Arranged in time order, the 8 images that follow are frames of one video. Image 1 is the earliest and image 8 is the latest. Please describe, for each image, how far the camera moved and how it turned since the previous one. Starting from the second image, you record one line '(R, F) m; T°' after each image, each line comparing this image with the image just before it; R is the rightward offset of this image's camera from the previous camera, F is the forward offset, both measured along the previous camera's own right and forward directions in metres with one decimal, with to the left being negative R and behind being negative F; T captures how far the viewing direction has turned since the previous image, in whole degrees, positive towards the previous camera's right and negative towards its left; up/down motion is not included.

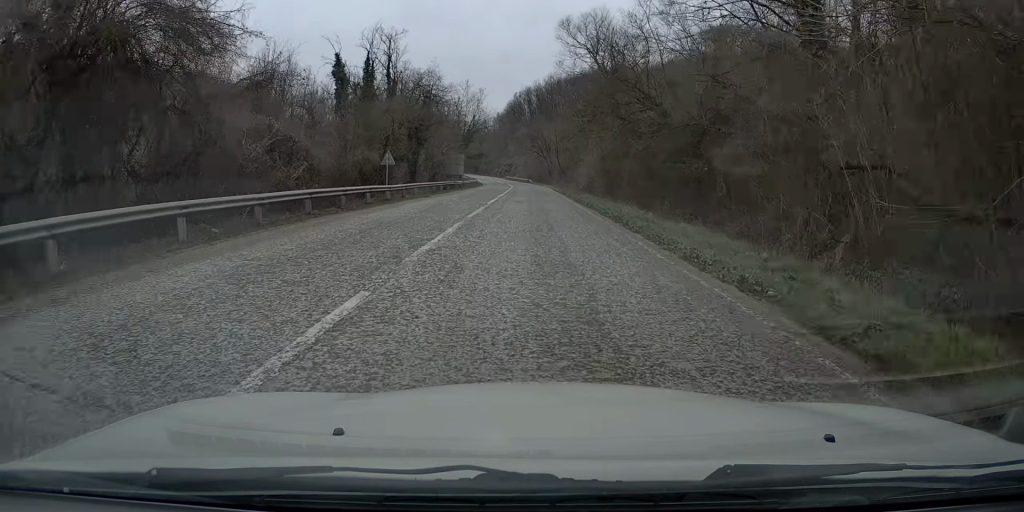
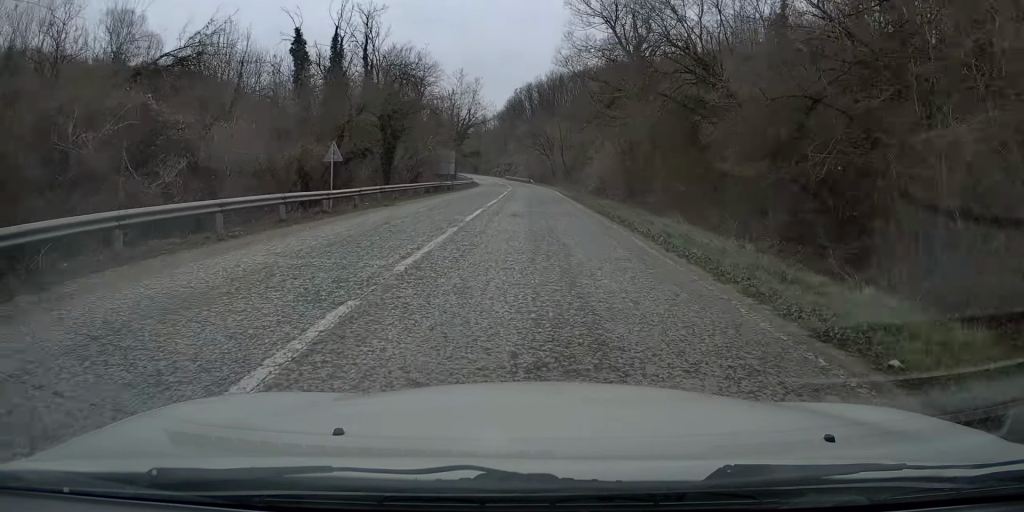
(0.0, +9.5) m; 0°
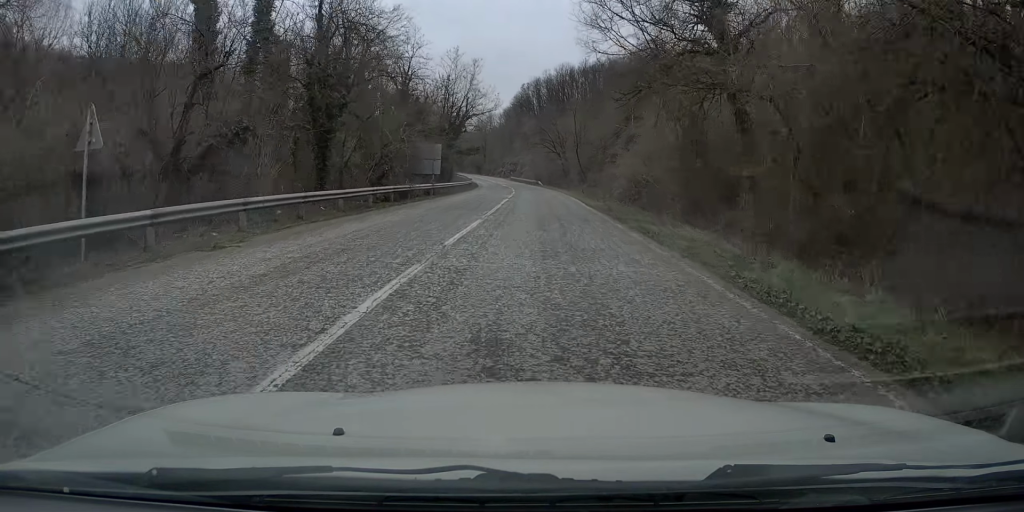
(0.0, +14.5) m; 0°
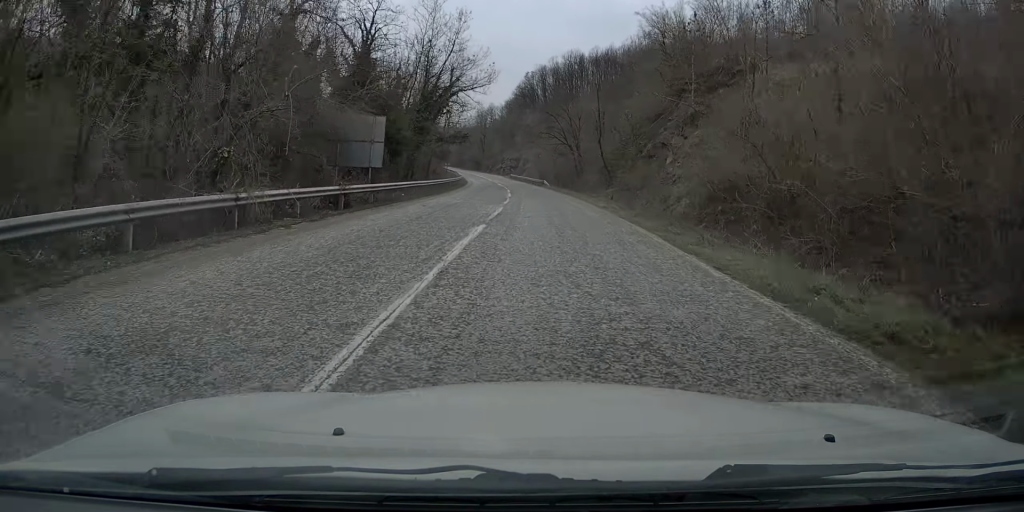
(-0.1, +20.1) m; 0°
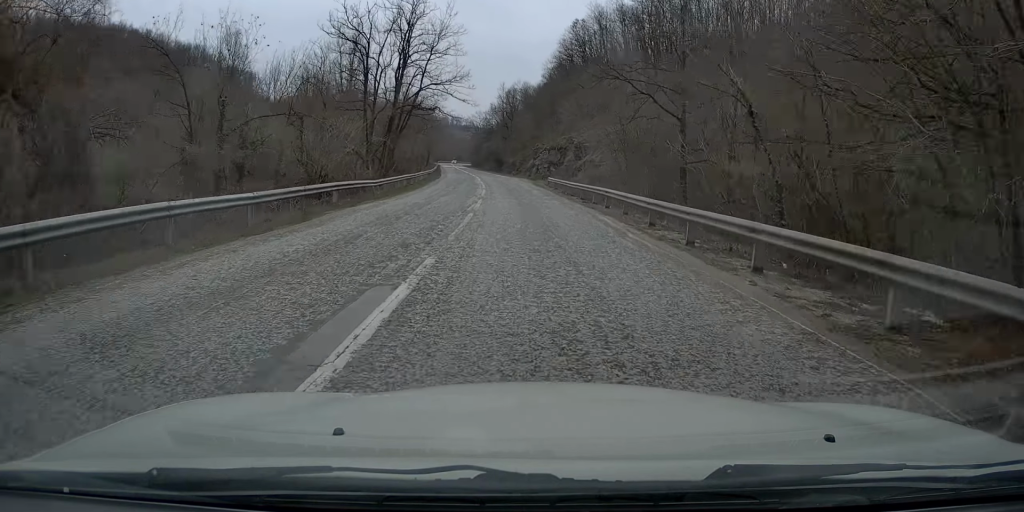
(-1.0, +69.4) m; -3°
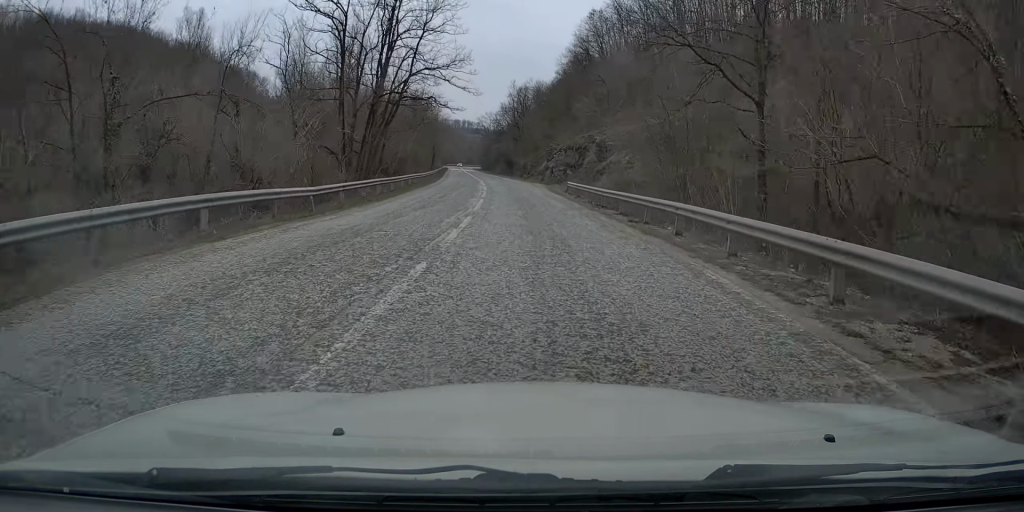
(0.0, +10.0) m; -1°
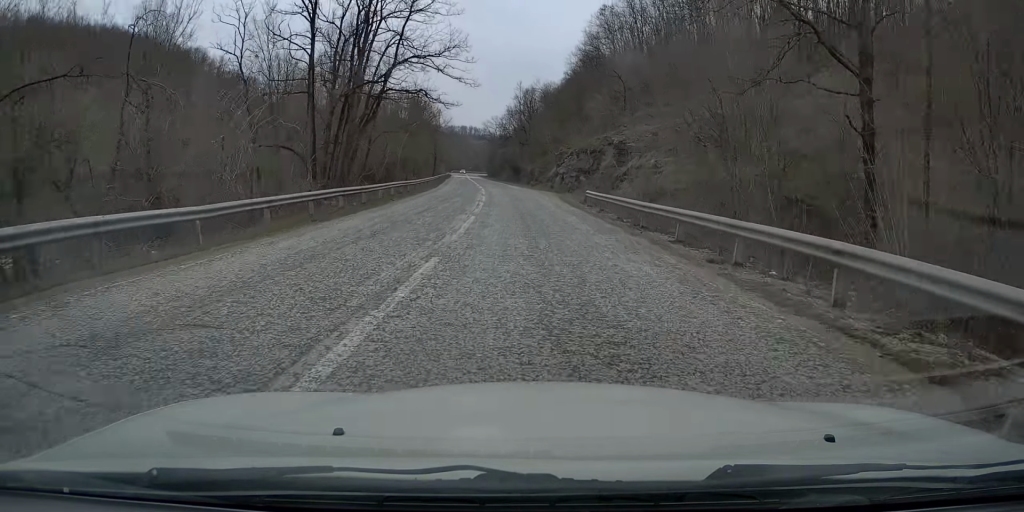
(-0.1, +7.5) m; 0°
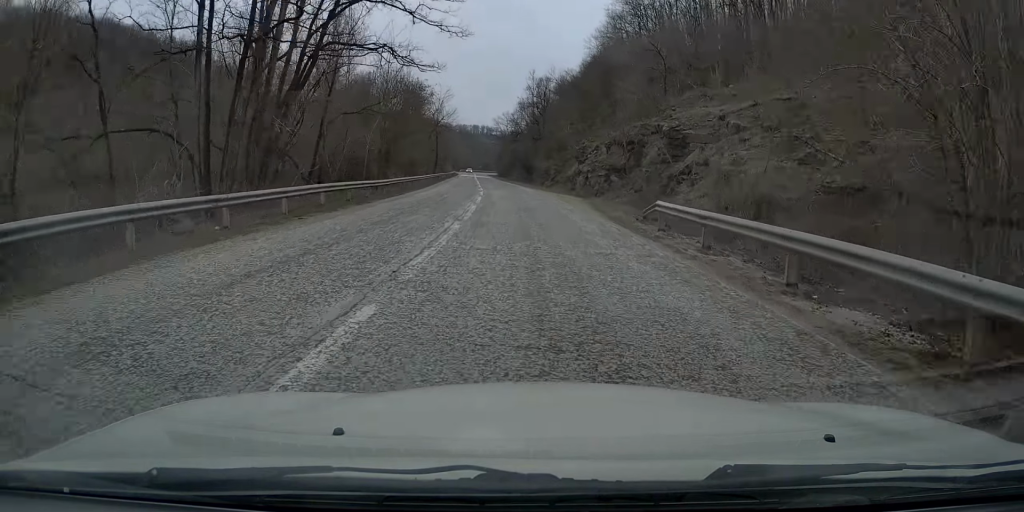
(-0.1, +13.7) m; -1°
